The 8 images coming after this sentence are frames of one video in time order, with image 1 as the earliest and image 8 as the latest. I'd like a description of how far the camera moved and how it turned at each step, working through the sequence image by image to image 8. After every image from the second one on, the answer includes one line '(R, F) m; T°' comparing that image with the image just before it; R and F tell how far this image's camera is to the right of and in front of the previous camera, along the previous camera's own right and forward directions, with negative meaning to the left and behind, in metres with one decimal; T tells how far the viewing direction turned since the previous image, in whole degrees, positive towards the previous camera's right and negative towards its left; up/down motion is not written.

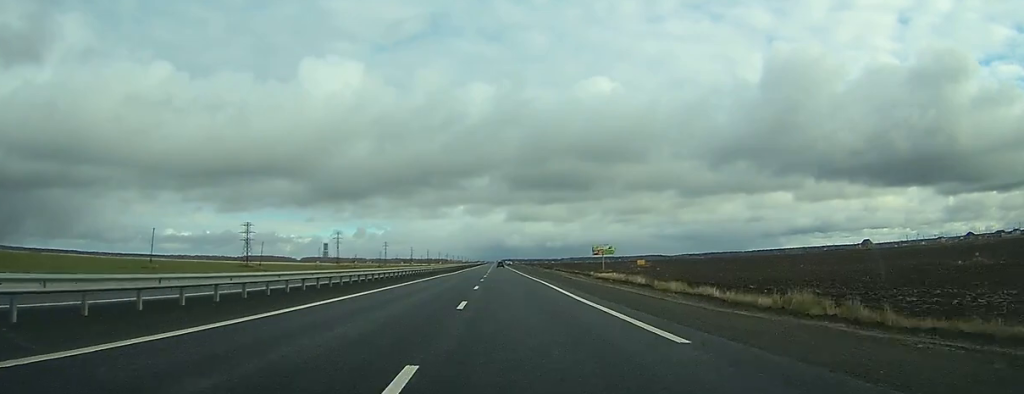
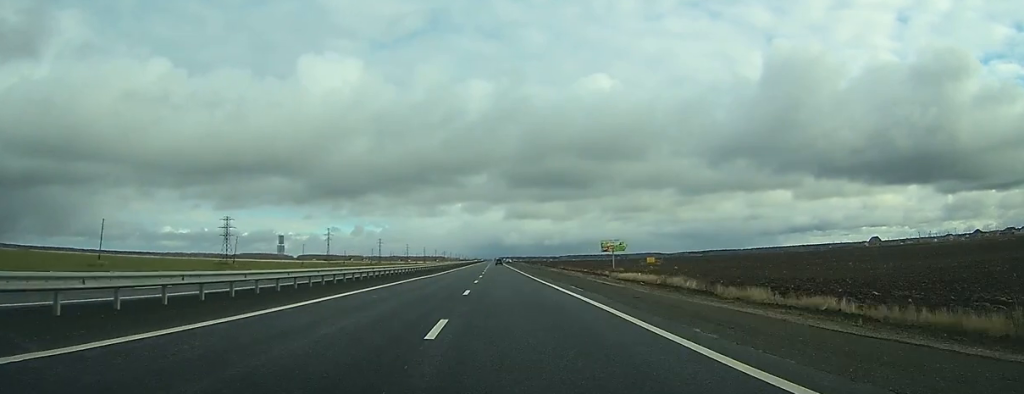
(0.0, +19.8) m; 0°
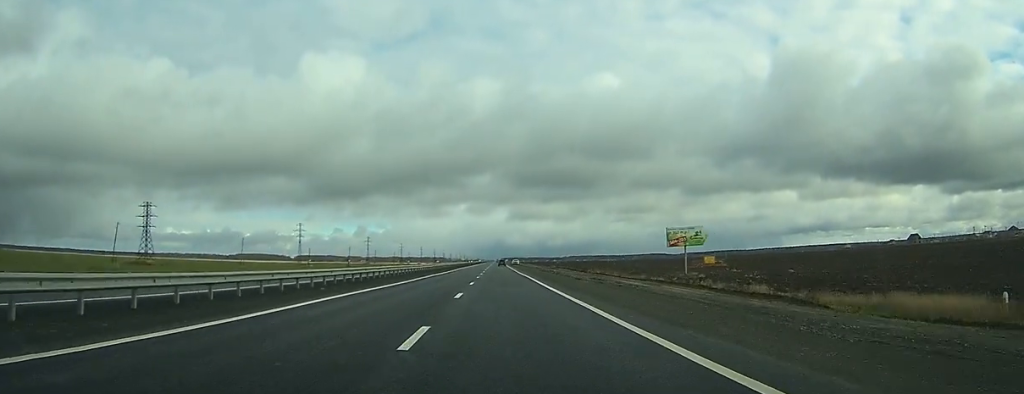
(+0.2, +63.5) m; +1°
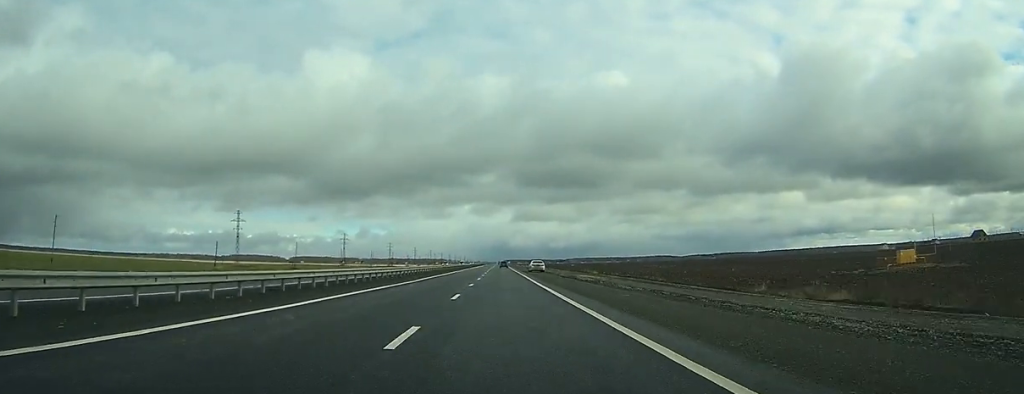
(+0.3, +83.0) m; 0°
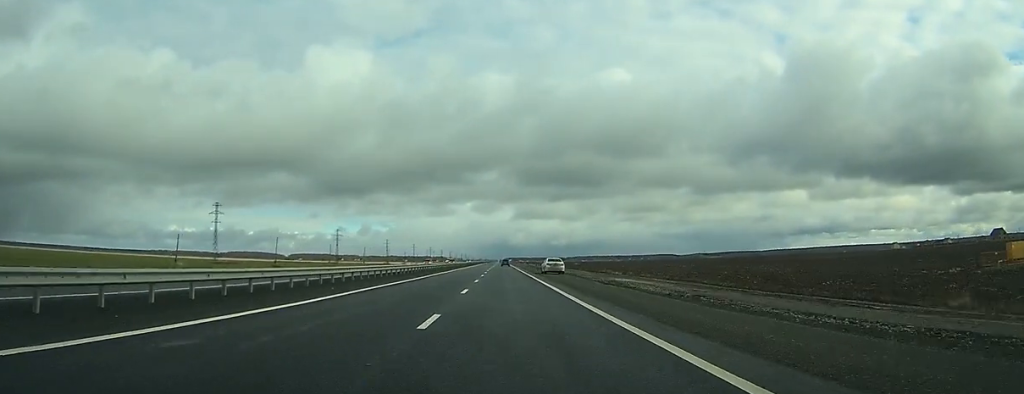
(-0.1, +21.1) m; 0°
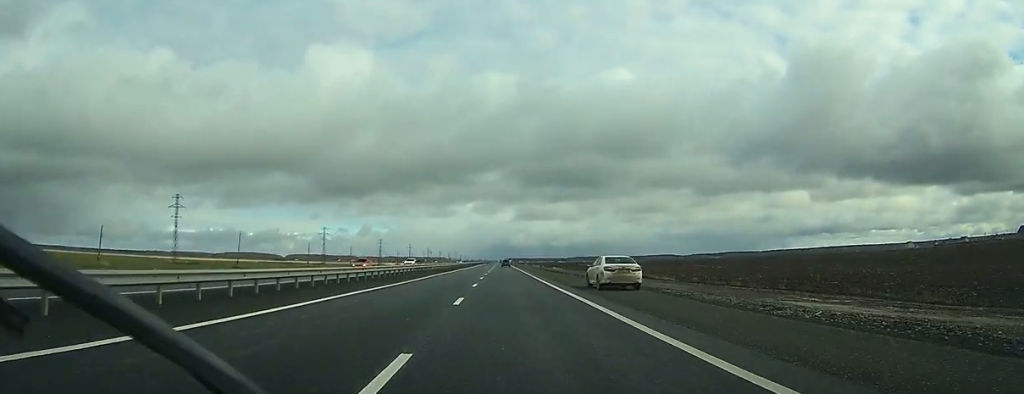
(-0.1, +29.3) m; 0°
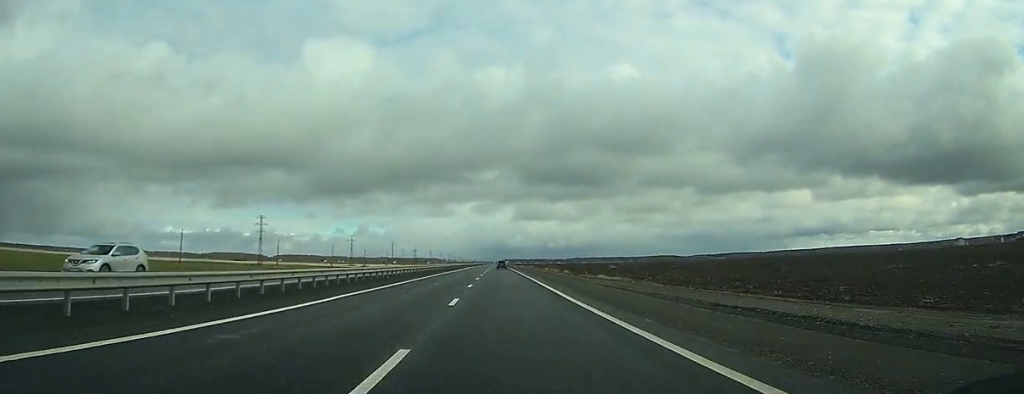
(+0.9, +100.3) m; +1°
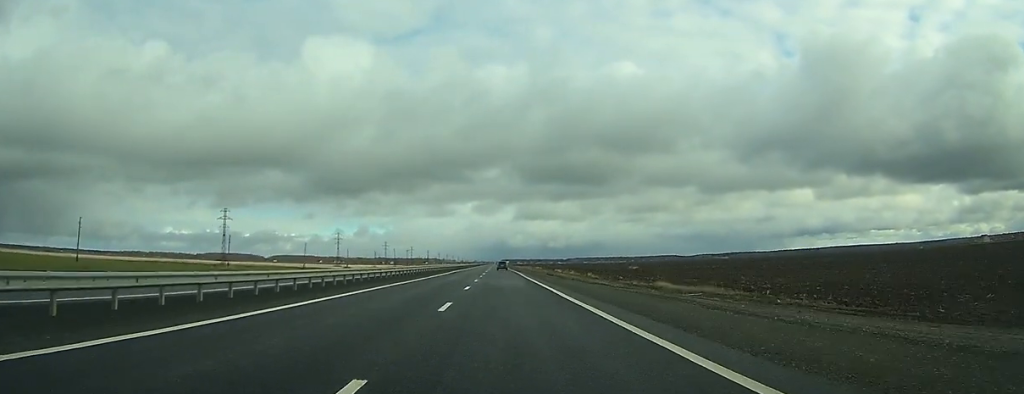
(0.0, +38.8) m; 0°
